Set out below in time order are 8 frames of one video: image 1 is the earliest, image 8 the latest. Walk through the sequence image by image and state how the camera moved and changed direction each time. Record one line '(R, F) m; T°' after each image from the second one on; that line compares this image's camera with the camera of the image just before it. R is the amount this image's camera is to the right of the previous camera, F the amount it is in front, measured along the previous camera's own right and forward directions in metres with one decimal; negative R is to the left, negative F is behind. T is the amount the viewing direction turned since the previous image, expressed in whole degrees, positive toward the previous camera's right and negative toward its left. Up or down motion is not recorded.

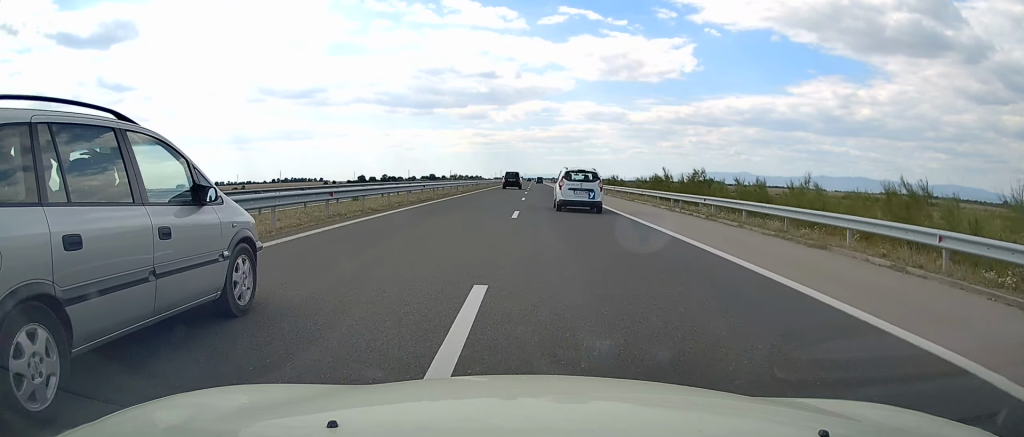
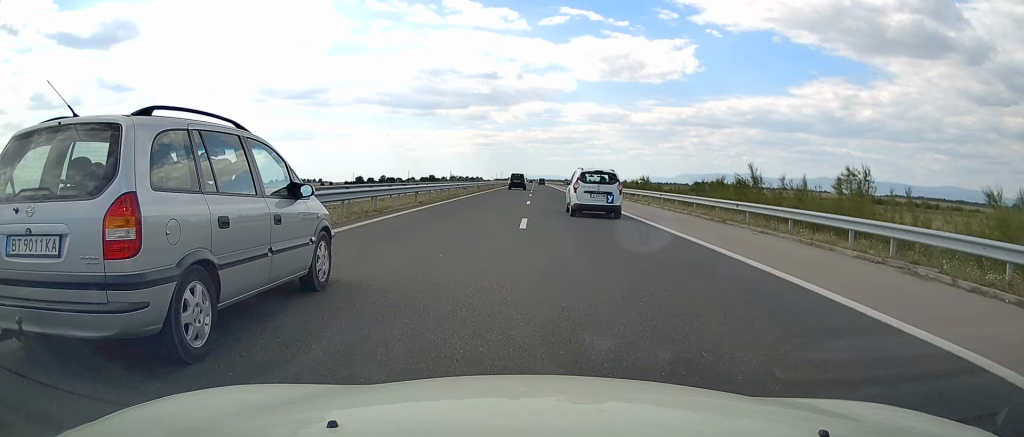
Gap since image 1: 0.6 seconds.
(-0.2, +19.4) m; -1°
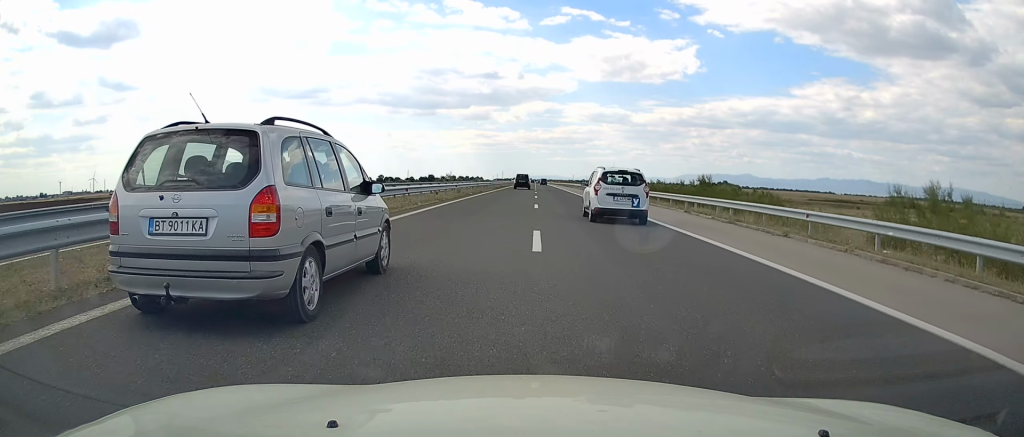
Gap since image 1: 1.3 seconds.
(-0.1, +20.6) m; 0°
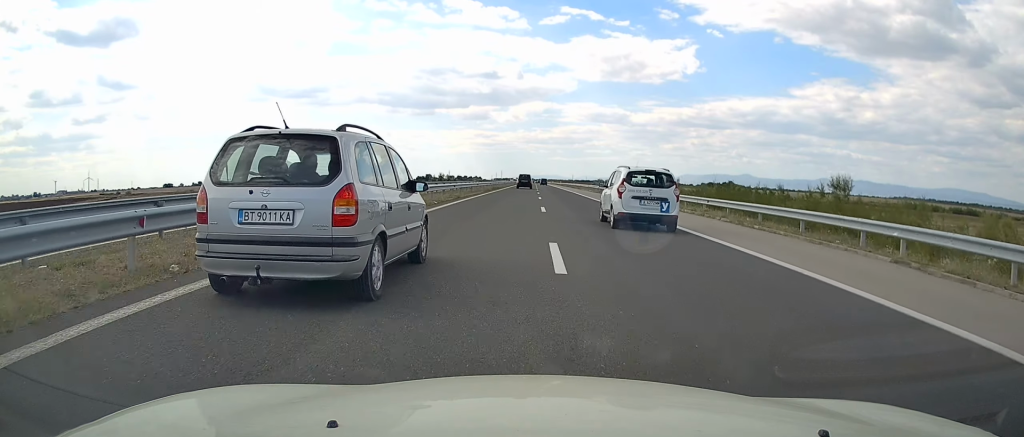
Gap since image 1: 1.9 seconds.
(0.0, +18.6) m; 0°
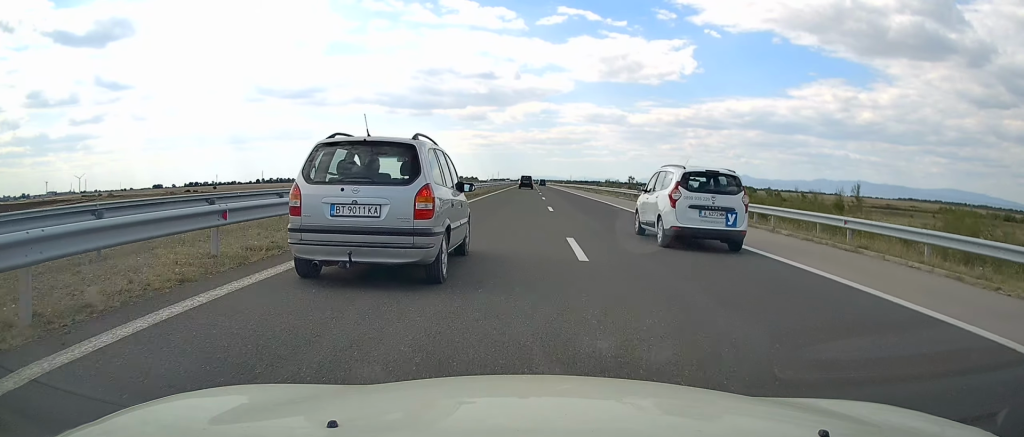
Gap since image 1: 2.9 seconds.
(-0.1, +30.2) m; 0°
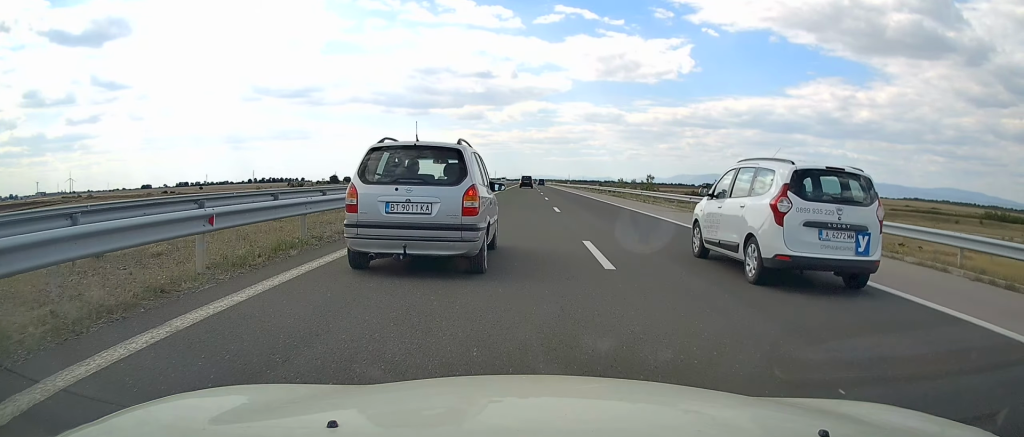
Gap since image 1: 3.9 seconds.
(+0.3, +32.6) m; 0°
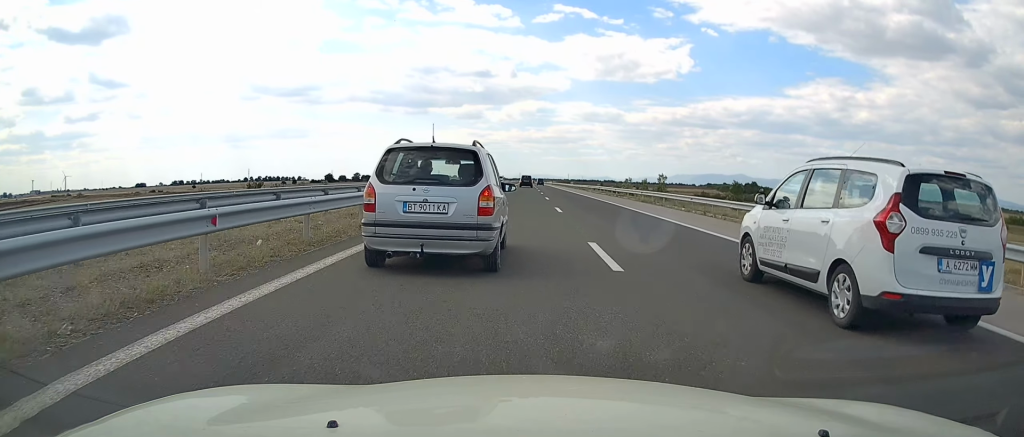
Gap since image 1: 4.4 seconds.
(-0.1, +16.0) m; 0°
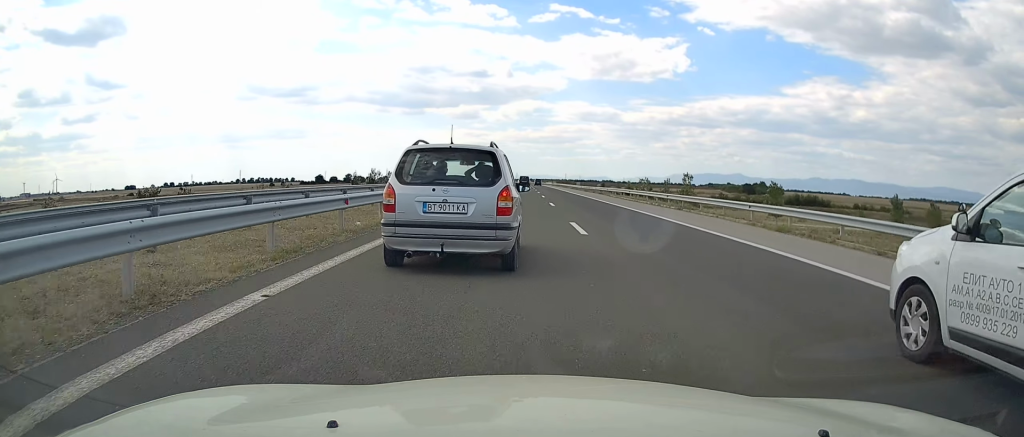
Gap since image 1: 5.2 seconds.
(-0.2, +25.7) m; 0°
